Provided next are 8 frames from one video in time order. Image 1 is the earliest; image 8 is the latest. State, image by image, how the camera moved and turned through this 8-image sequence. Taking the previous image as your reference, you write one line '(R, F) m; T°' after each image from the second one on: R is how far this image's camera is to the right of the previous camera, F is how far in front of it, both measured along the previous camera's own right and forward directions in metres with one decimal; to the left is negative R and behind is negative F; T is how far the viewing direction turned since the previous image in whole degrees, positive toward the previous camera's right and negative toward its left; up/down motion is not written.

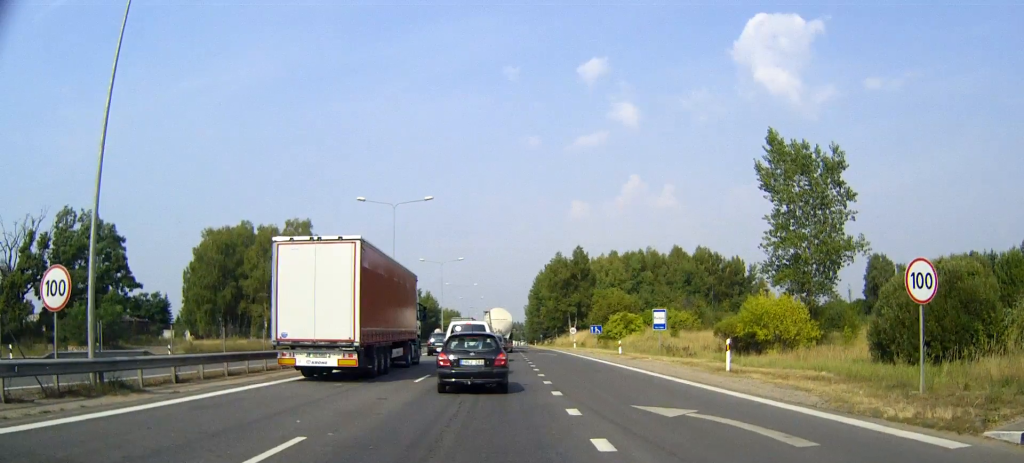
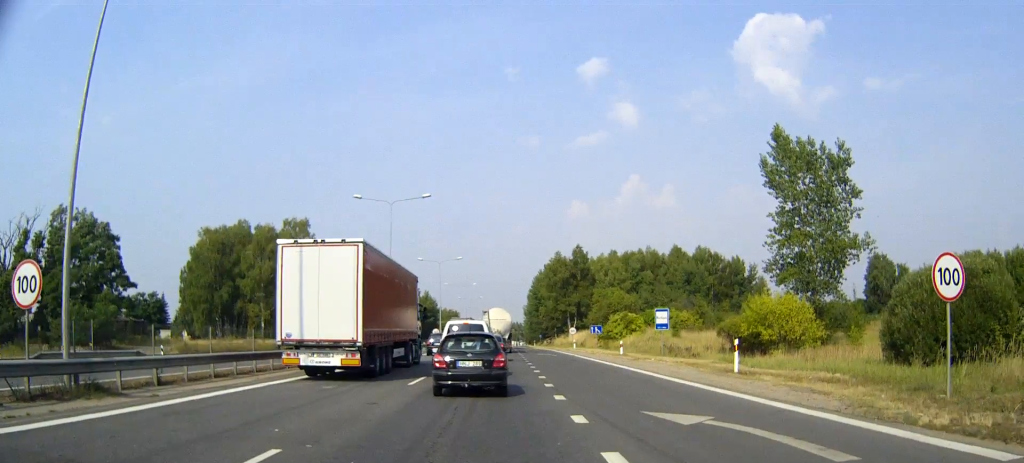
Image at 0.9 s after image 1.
(+0.1, +1.1) m; 0°
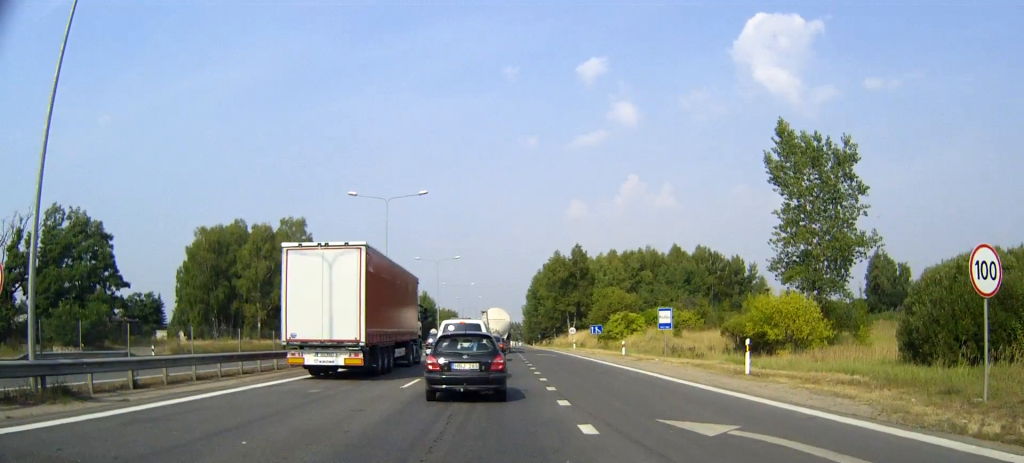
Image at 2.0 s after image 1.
(0.0, +1.2) m; 0°
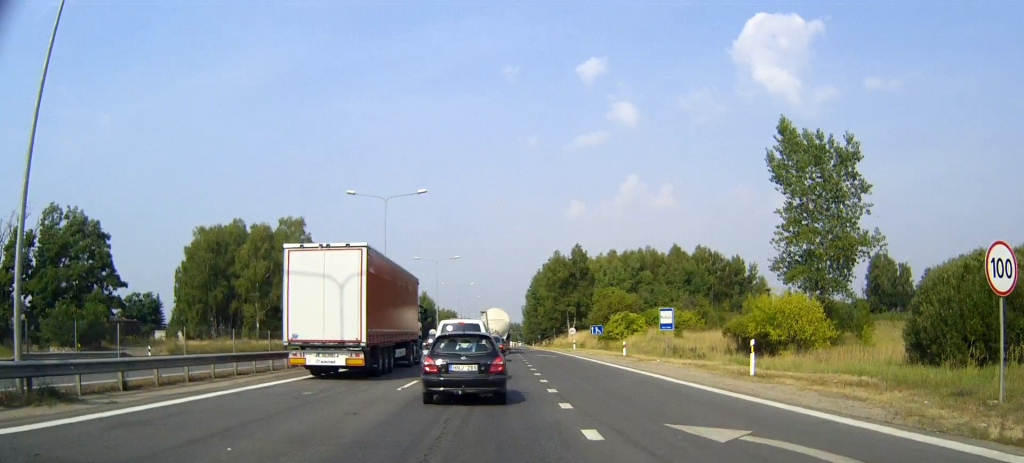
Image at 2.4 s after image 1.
(0.0, +0.5) m; 0°
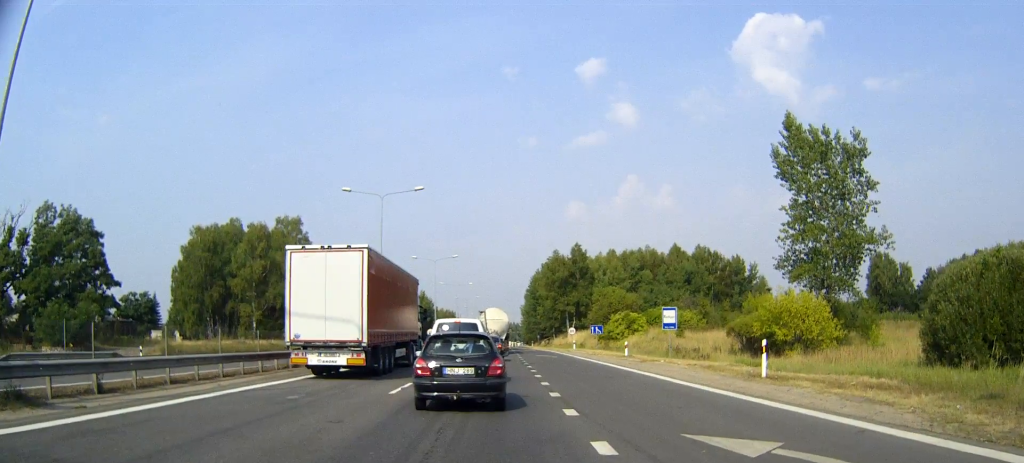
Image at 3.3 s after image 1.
(+0.2, +1.1) m; 0°
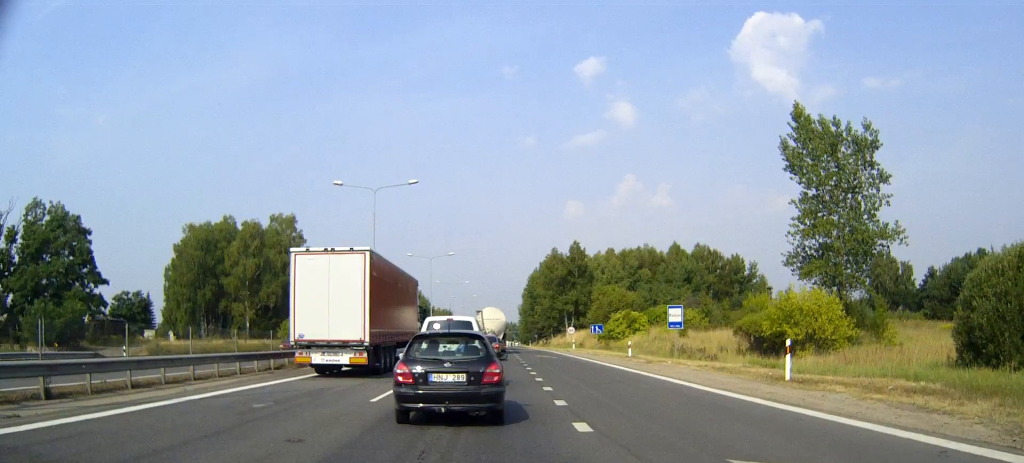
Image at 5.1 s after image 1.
(+0.2, +1.9) m; 0°
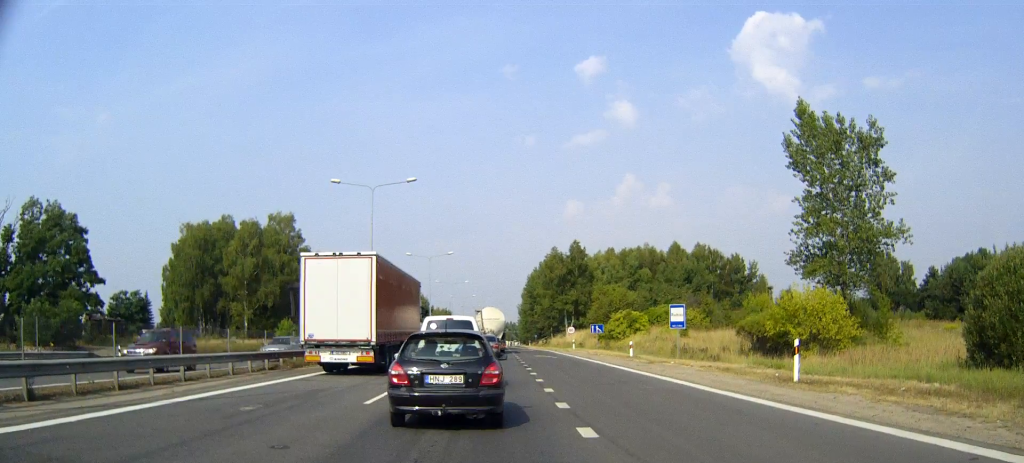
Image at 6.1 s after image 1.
(0.0, +0.7) m; 0°
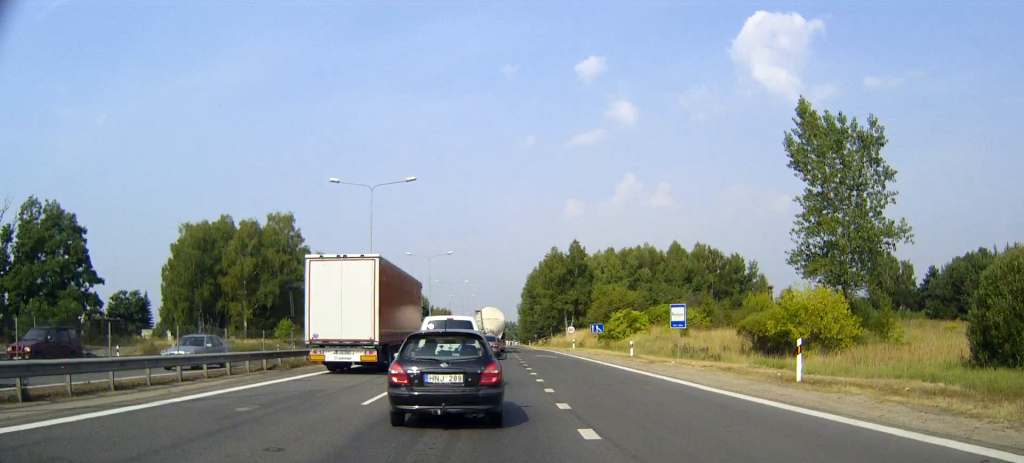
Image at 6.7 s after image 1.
(0.0, +0.2) m; 0°
